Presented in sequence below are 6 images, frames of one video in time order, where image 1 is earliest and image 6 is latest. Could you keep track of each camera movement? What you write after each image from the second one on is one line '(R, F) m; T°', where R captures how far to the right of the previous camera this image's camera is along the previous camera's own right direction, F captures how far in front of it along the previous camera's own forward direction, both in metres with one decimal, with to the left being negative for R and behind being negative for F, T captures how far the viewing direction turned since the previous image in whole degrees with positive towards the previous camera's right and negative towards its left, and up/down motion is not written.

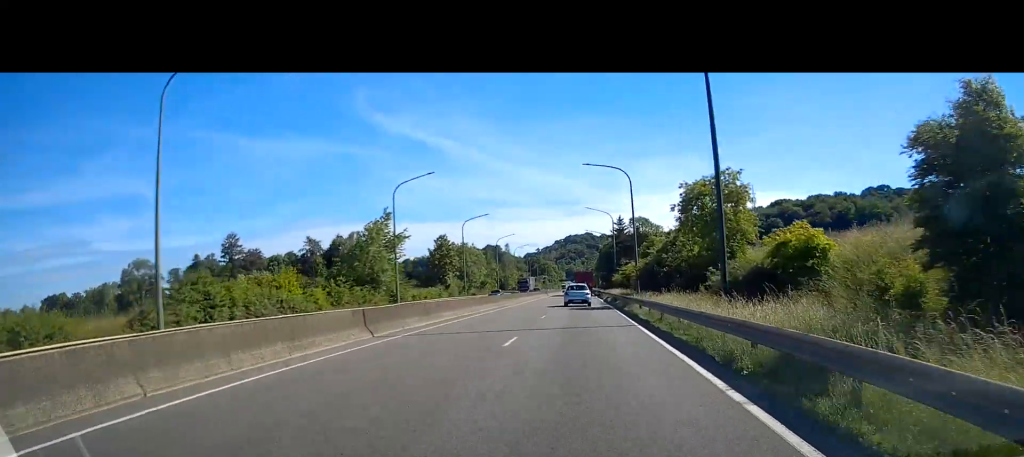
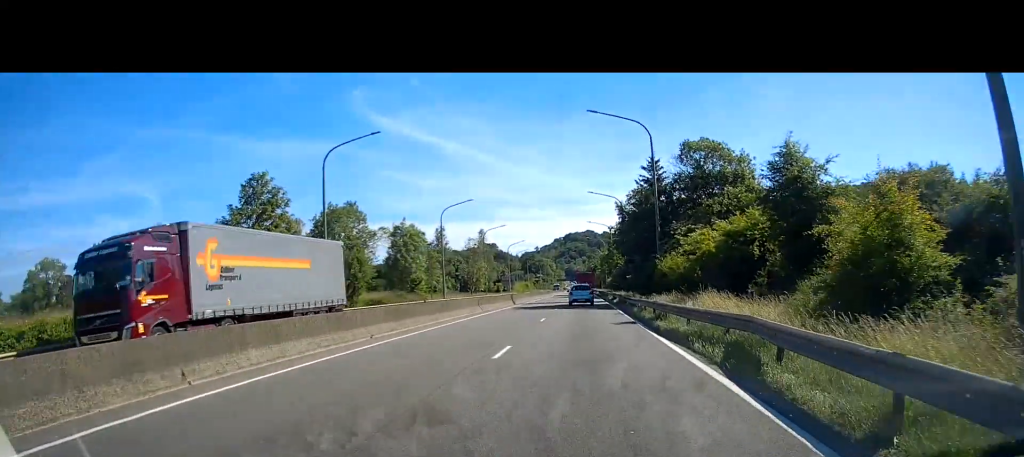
(-0.2, +53.1) m; -1°
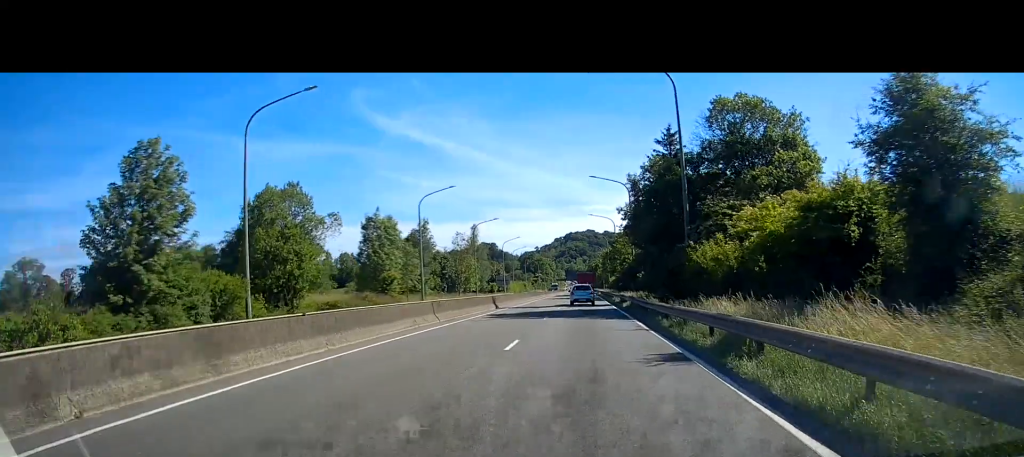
(0.0, +11.3) m; 0°
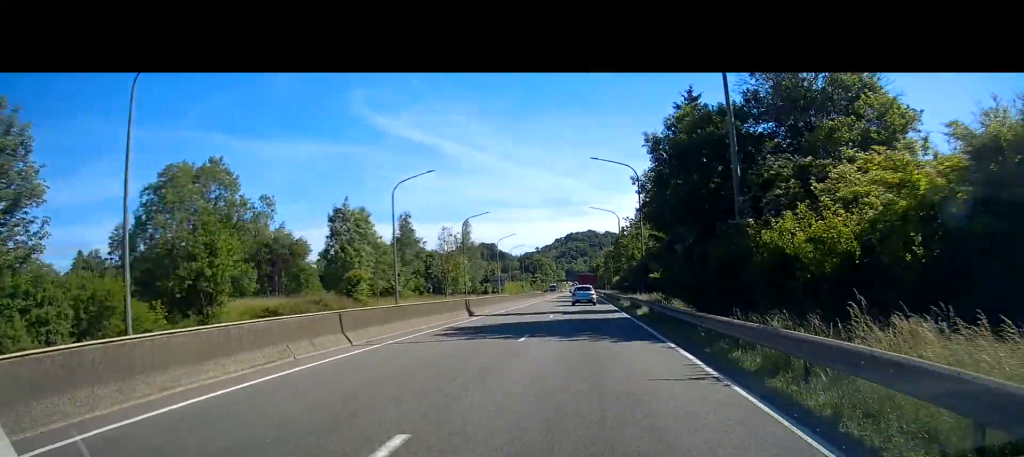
(0.0, +10.1) m; 0°
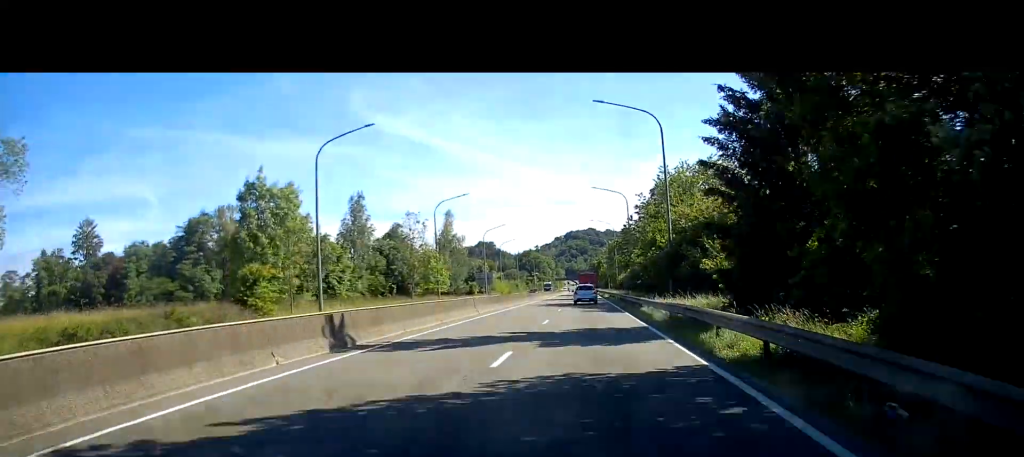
(-0.1, +17.8) m; 0°
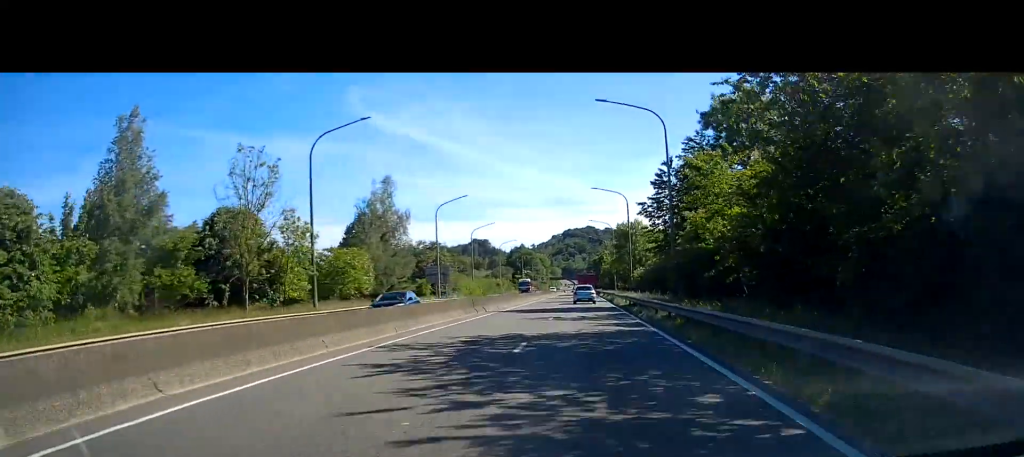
(-0.1, +35.4) m; 0°
